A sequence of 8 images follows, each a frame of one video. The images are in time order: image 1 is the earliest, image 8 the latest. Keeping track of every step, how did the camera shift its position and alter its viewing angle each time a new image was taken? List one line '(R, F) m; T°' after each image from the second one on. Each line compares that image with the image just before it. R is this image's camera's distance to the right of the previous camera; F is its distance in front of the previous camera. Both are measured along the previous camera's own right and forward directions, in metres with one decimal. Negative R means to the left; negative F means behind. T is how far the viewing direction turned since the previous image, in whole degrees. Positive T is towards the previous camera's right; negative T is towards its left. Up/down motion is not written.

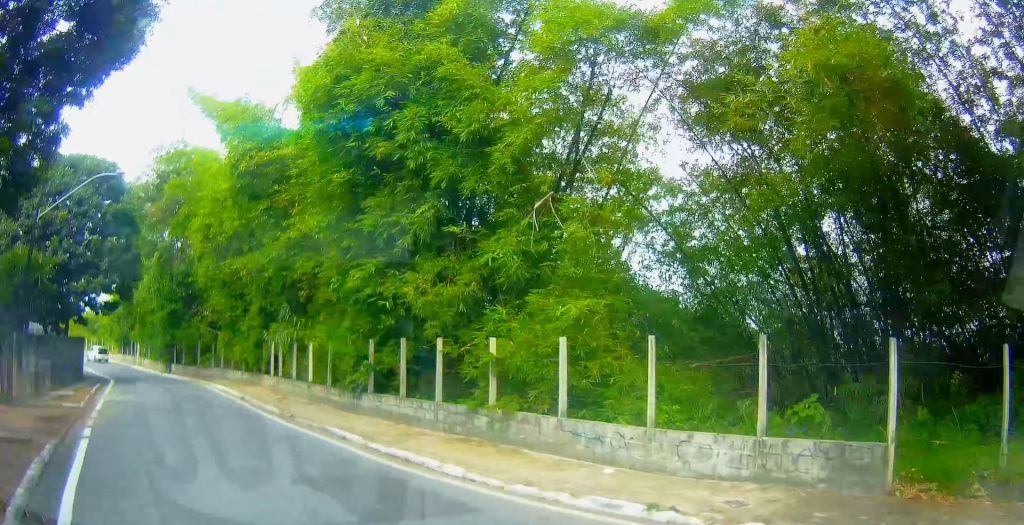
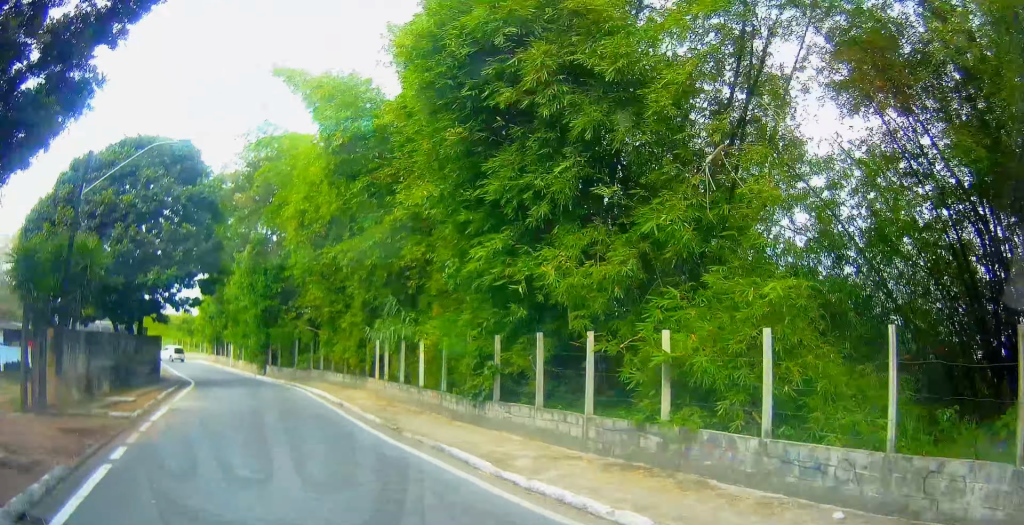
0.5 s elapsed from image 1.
(-0.1, +3.7) m; -7°
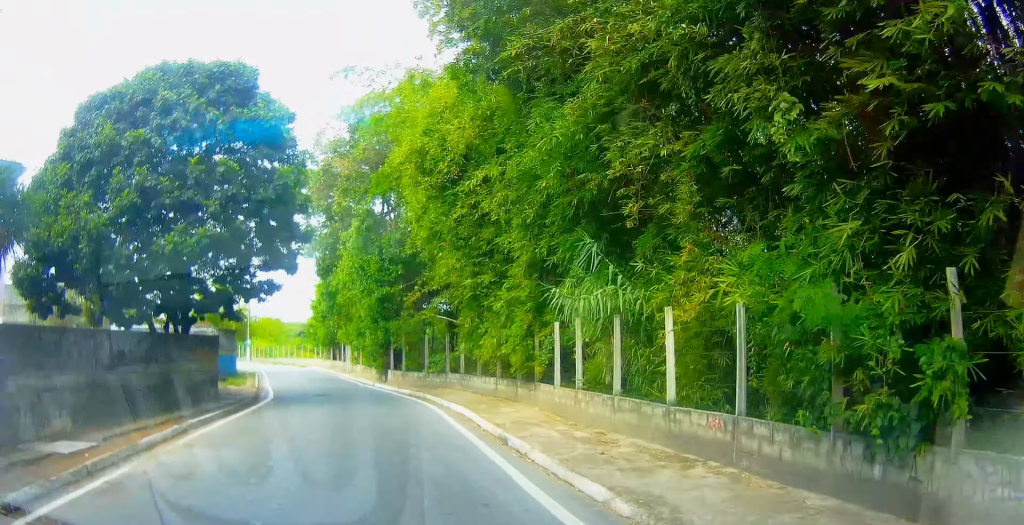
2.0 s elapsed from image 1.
(-1.8, +11.0) m; -12°
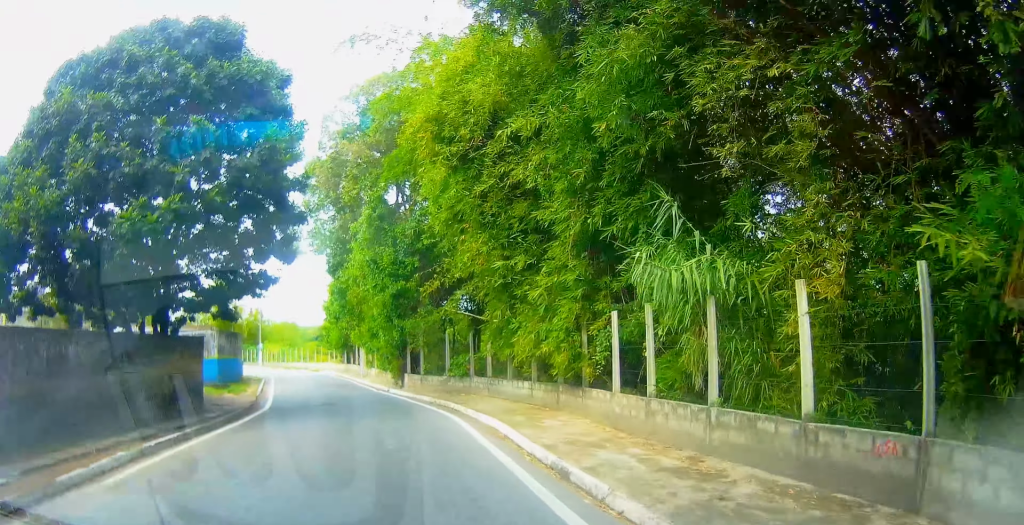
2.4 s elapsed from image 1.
(0.0, +3.3) m; -2°
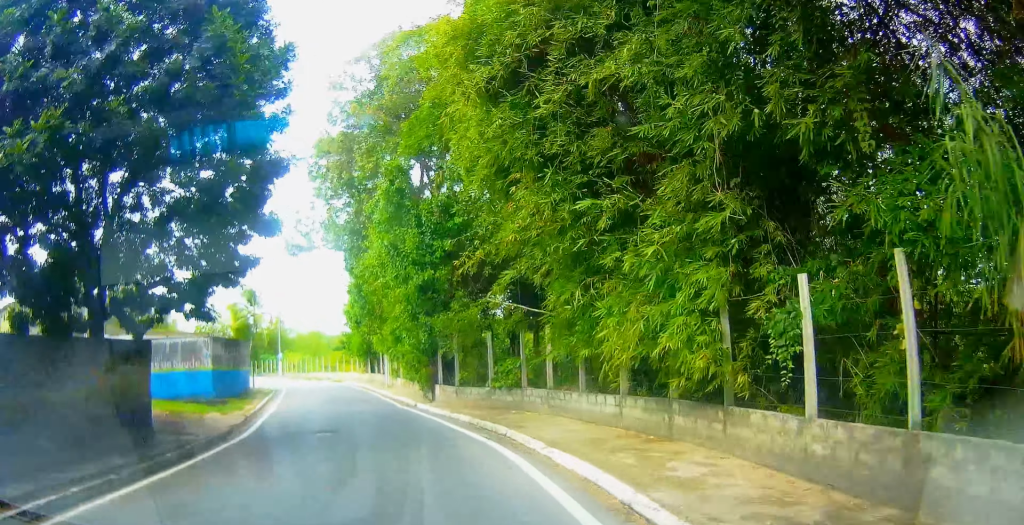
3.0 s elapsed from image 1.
(-0.2, +5.6) m; -6°
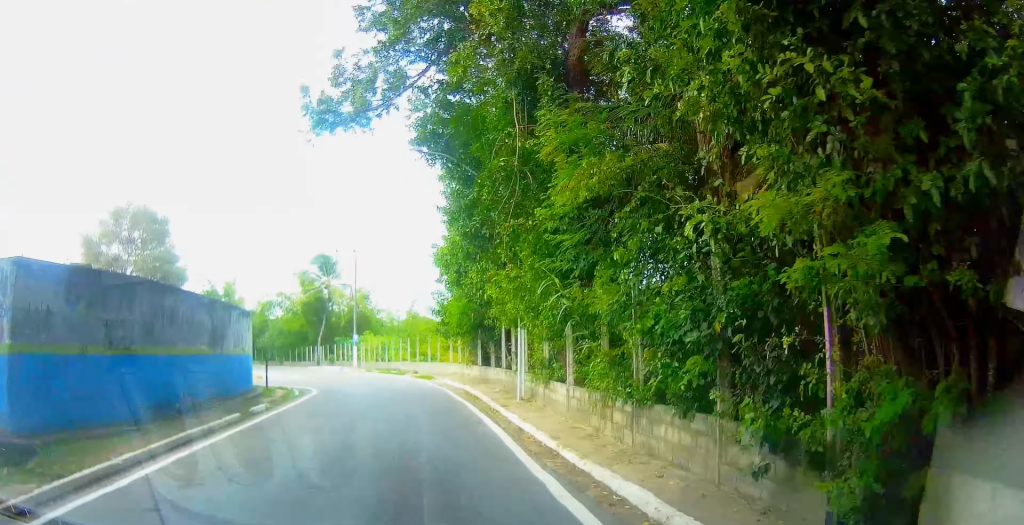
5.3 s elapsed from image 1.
(-0.8, +20.4) m; -1°
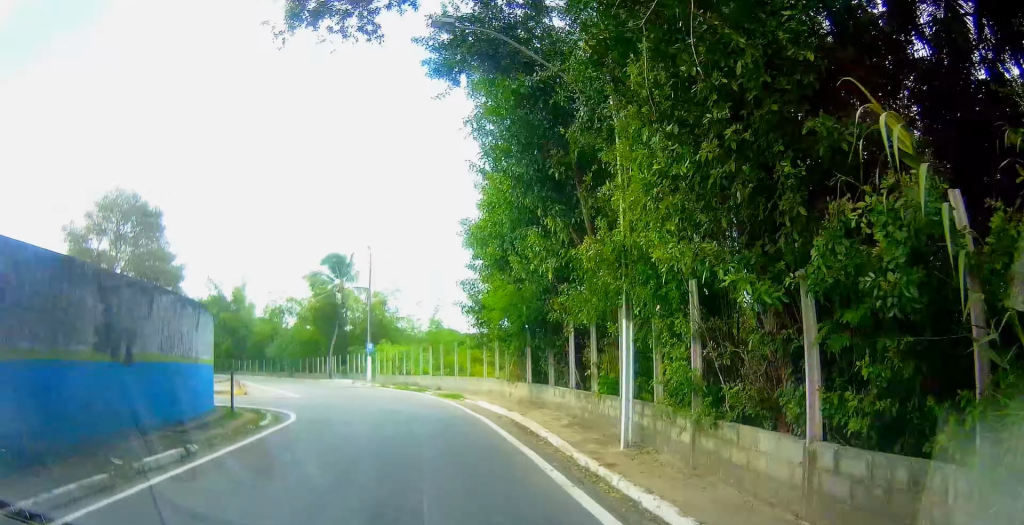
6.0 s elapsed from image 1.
(-0.4, +7.5) m; -5°
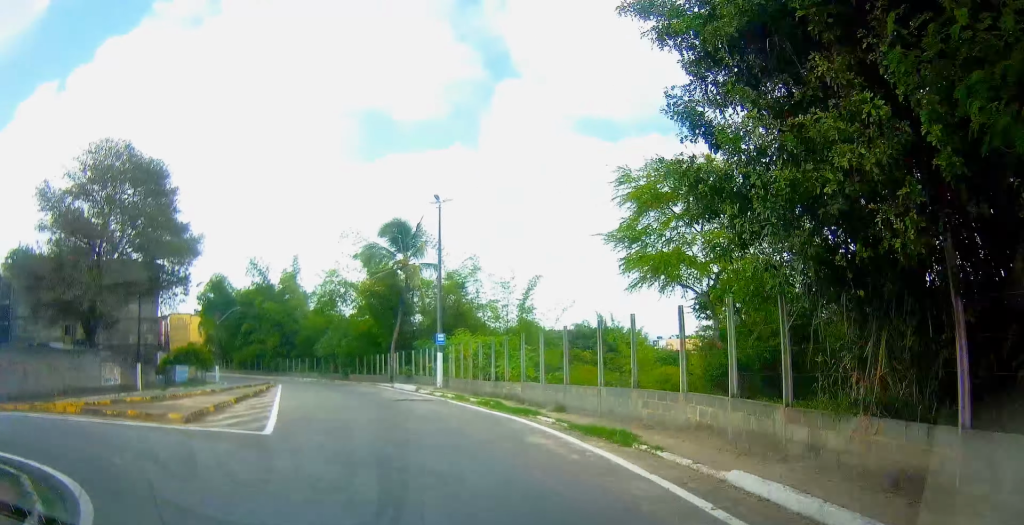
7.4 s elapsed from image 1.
(-1.5, +14.4) m; -16°
